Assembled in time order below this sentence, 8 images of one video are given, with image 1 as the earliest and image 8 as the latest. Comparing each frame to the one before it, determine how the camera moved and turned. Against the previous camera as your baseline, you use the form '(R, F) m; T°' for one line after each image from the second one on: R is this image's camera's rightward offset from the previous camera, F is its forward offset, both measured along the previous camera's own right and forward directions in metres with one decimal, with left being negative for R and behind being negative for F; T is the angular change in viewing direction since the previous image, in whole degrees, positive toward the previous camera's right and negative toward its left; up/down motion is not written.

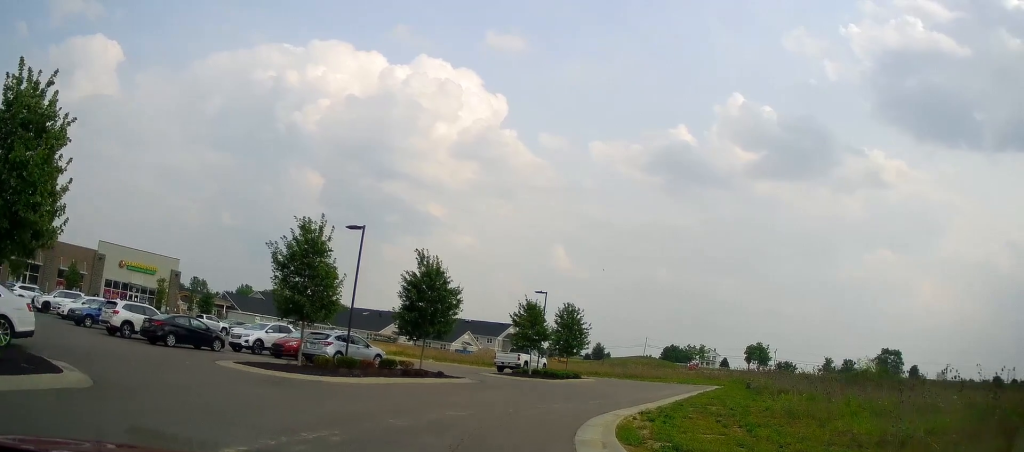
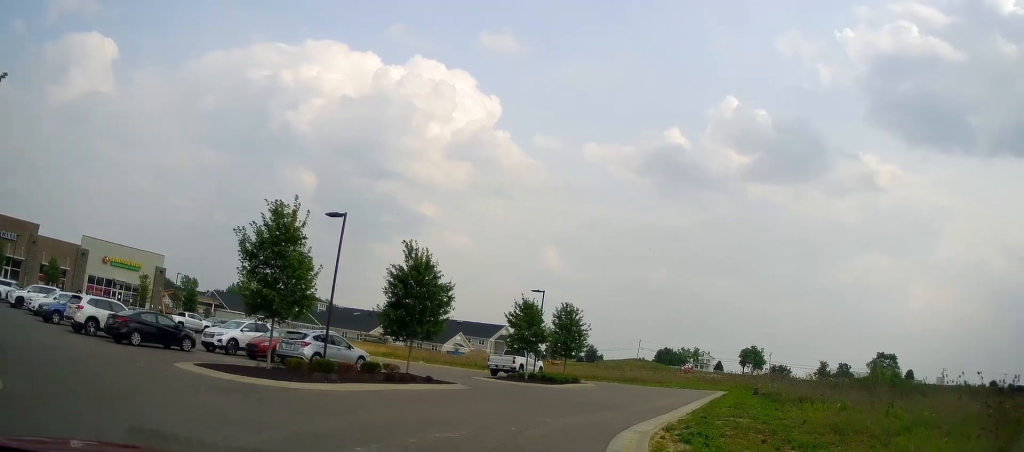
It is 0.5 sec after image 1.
(-0.4, +2.3) m; -2°
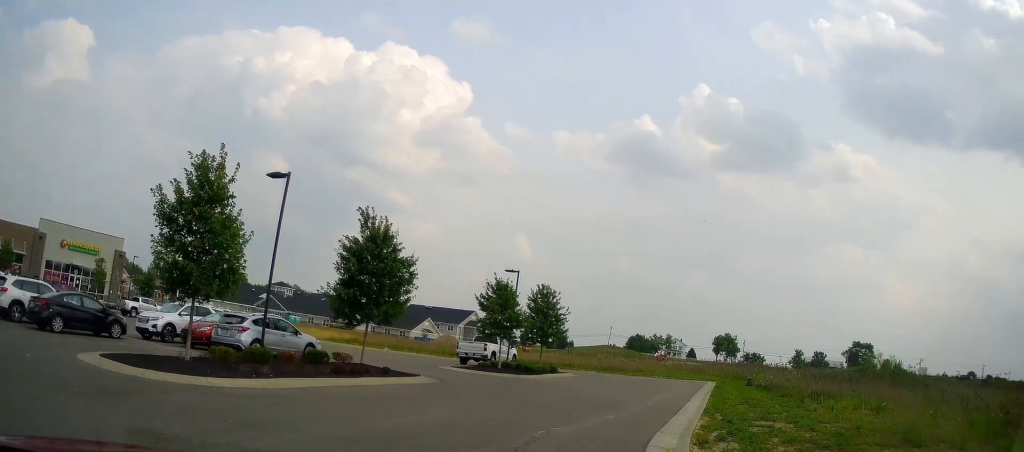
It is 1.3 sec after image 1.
(0.0, +3.3) m; +1°
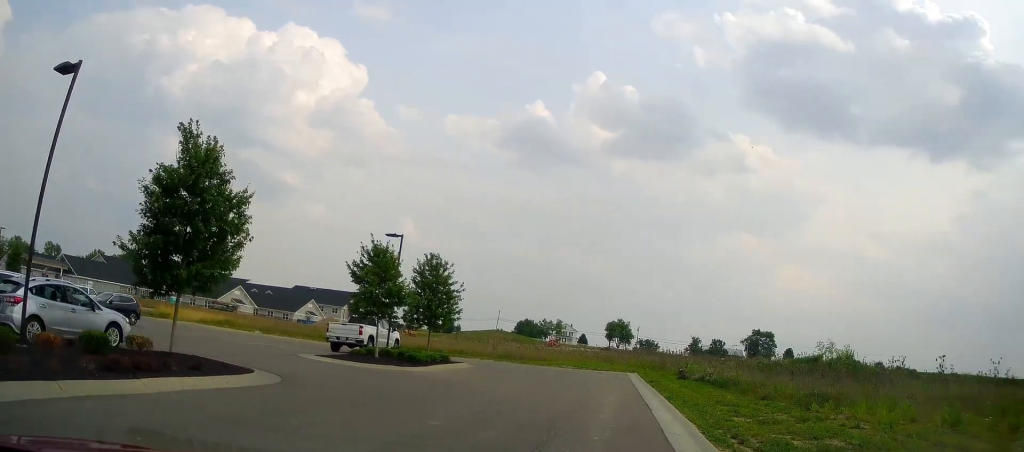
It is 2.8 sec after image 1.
(+0.2, +6.3) m; +12°
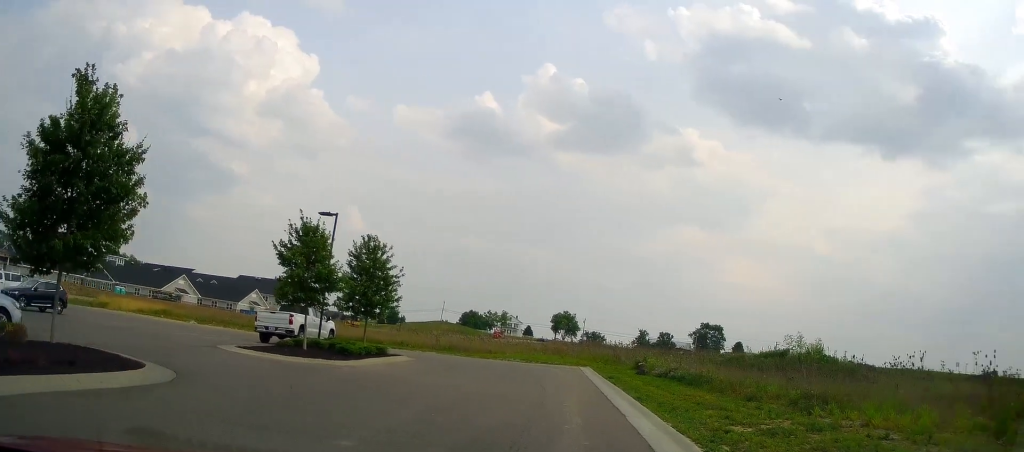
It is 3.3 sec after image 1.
(+0.4, +2.3) m; +5°
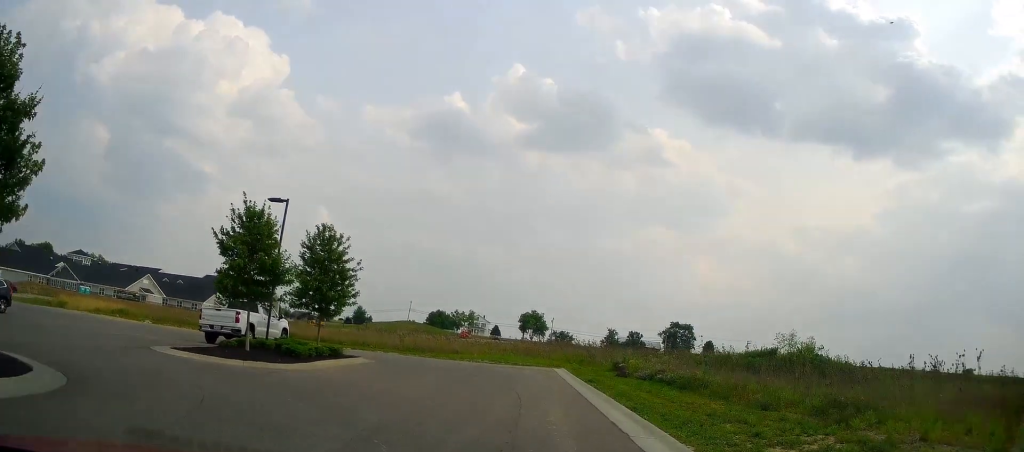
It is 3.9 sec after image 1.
(+0.3, +2.4) m; +3°
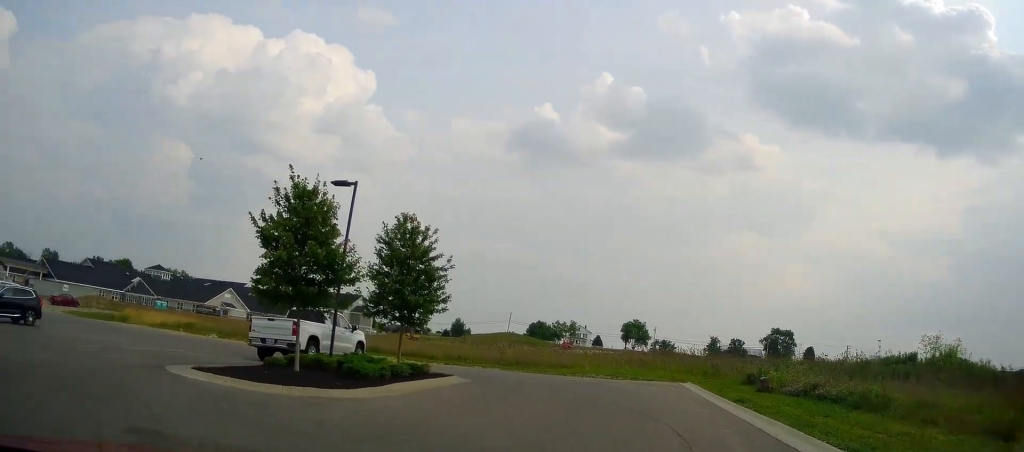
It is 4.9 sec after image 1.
(-0.5, +4.2) m; -18°
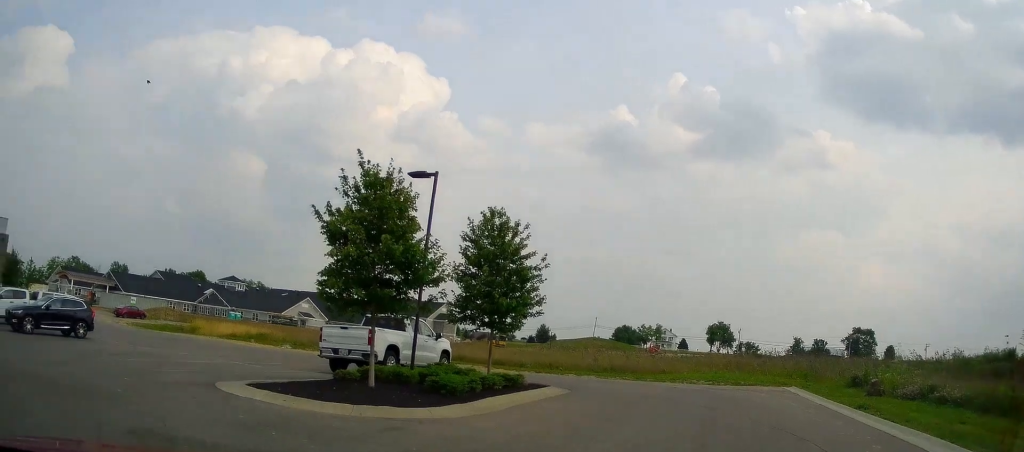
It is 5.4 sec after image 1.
(-0.3, +1.5) m; -9°
